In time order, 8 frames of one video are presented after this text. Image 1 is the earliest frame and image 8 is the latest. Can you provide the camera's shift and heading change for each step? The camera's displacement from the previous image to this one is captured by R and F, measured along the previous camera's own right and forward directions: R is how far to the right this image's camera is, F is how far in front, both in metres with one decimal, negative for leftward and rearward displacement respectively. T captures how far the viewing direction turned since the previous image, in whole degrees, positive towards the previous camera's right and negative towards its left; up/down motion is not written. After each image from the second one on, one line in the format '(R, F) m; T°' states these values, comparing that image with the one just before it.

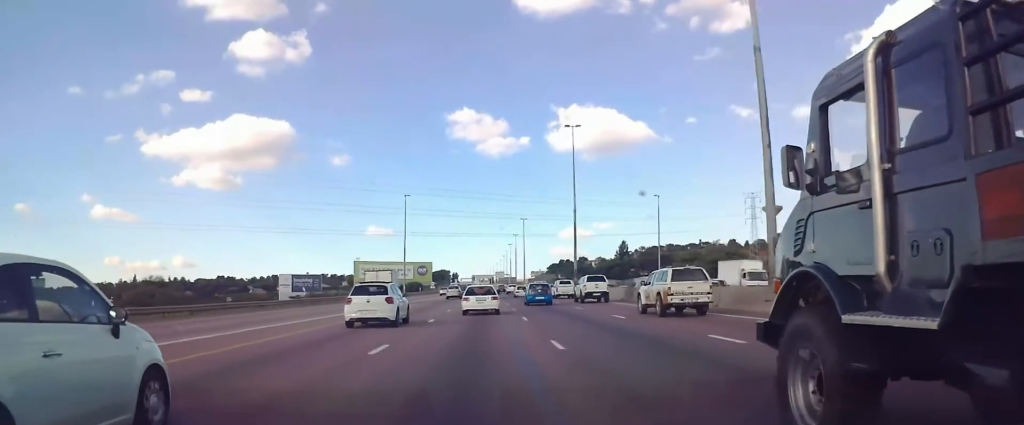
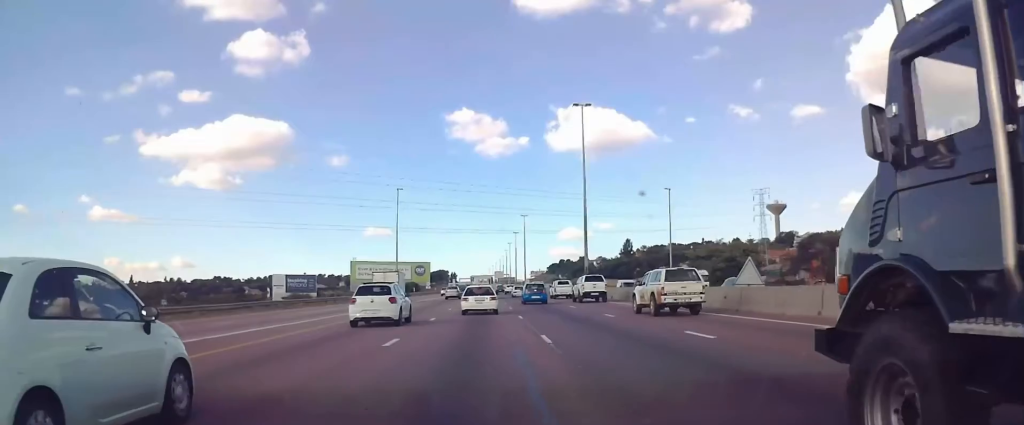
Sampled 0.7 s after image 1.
(0.0, +9.9) m; 0°
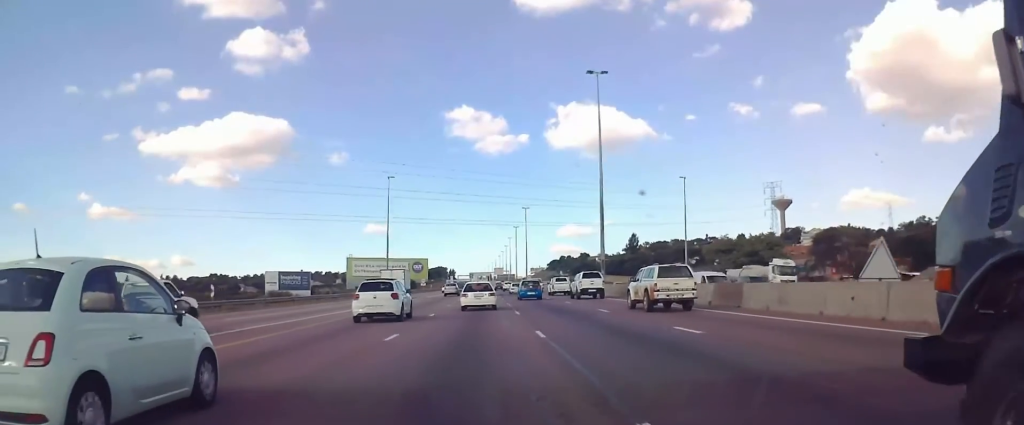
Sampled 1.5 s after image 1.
(0.0, +10.9) m; +1°
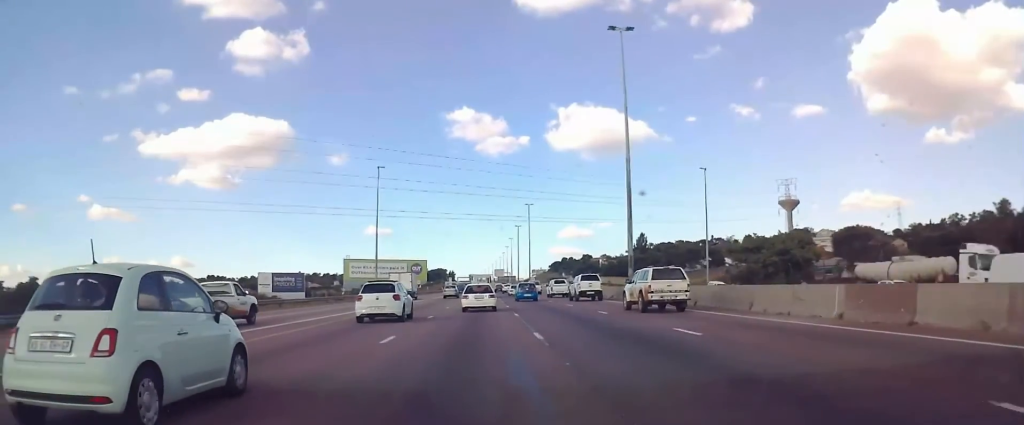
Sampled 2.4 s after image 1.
(+0.1, +11.9) m; 0°
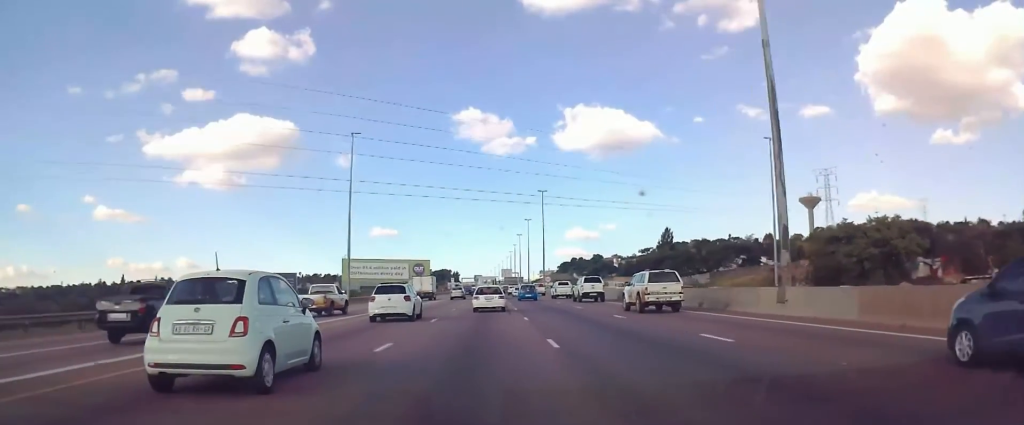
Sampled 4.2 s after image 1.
(-0.2, +25.0) m; 0°
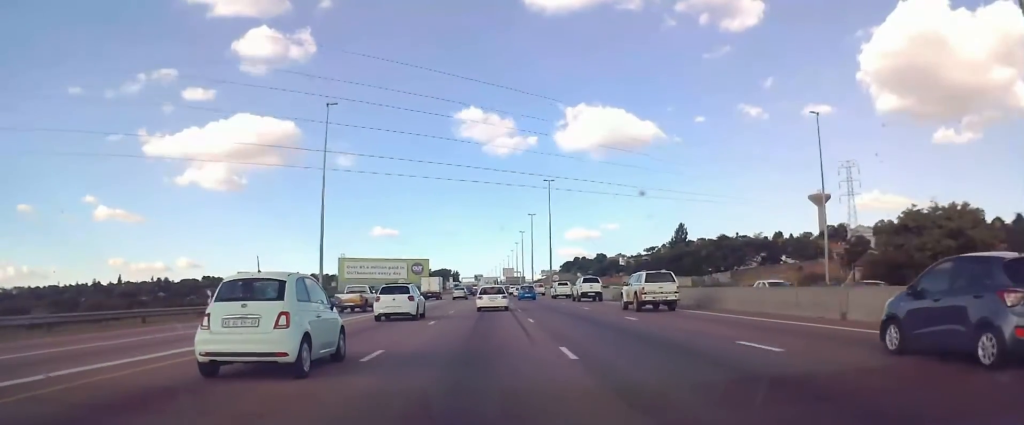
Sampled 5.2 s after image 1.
(+0.2, +14.1) m; +1°
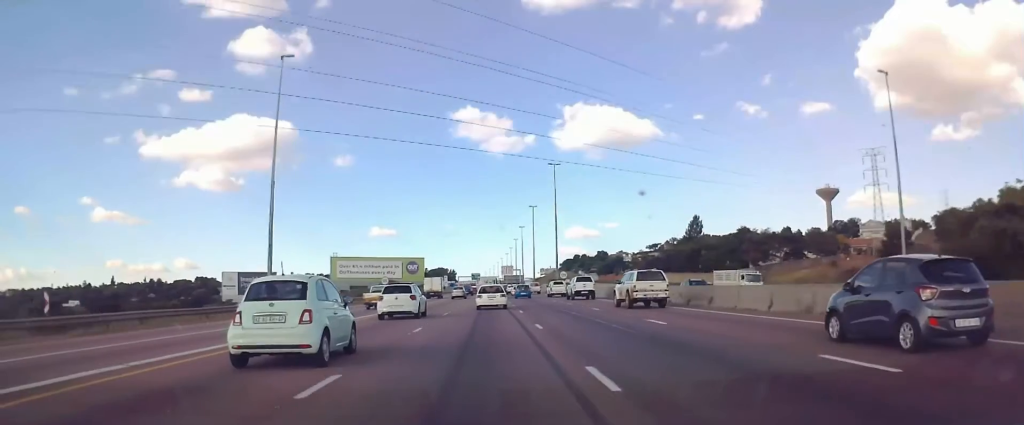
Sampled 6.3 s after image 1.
(0.0, +16.0) m; -1°
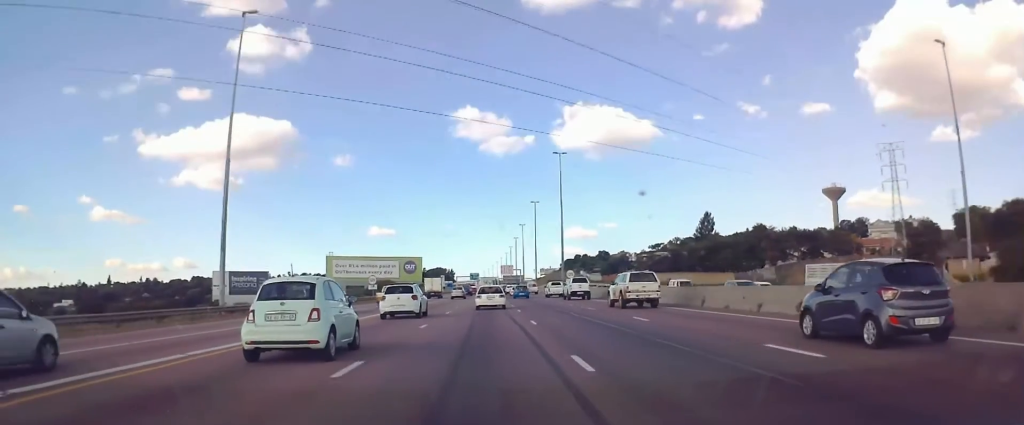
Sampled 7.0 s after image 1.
(0.0, +9.8) m; -1°
